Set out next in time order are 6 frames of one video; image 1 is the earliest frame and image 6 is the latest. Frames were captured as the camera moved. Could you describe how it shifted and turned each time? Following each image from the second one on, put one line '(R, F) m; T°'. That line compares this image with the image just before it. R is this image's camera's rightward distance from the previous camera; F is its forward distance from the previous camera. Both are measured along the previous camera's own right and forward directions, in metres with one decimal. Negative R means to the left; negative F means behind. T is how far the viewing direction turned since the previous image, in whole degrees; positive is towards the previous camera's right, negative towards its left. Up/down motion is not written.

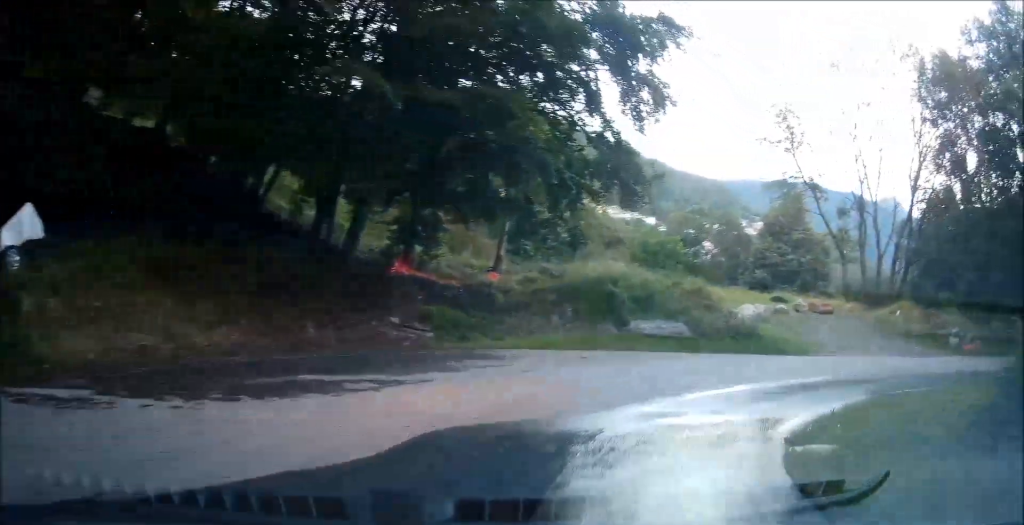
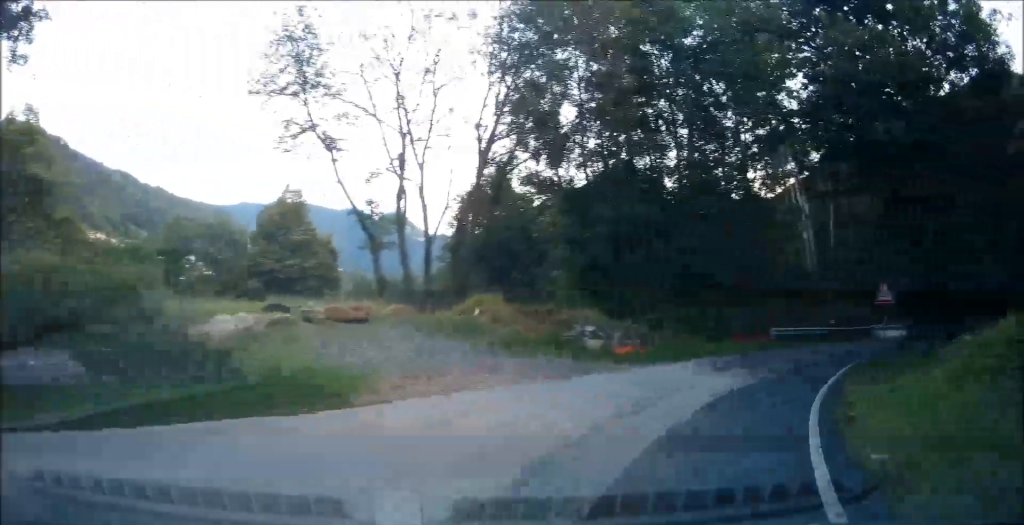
(+3.9, +10.0) m; +60°
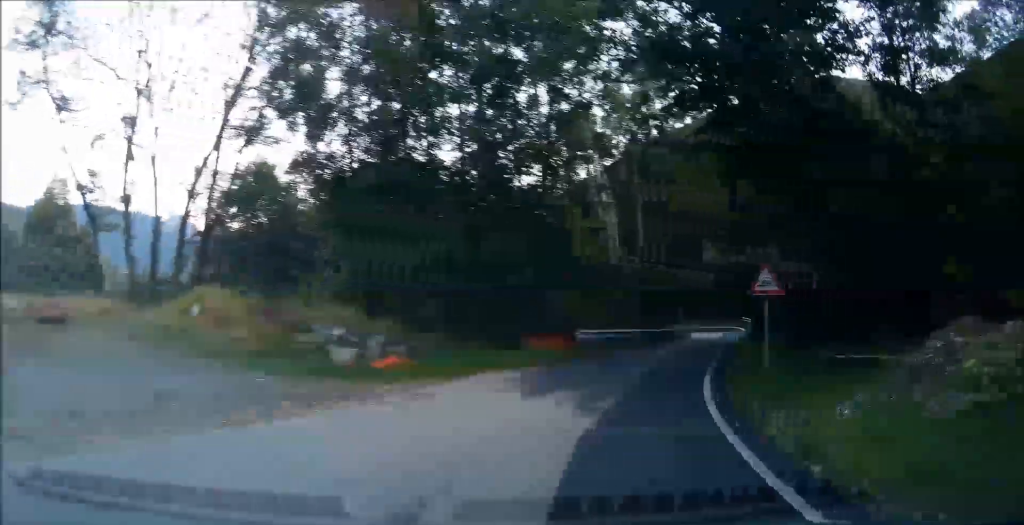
(+1.4, +3.8) m; +25°
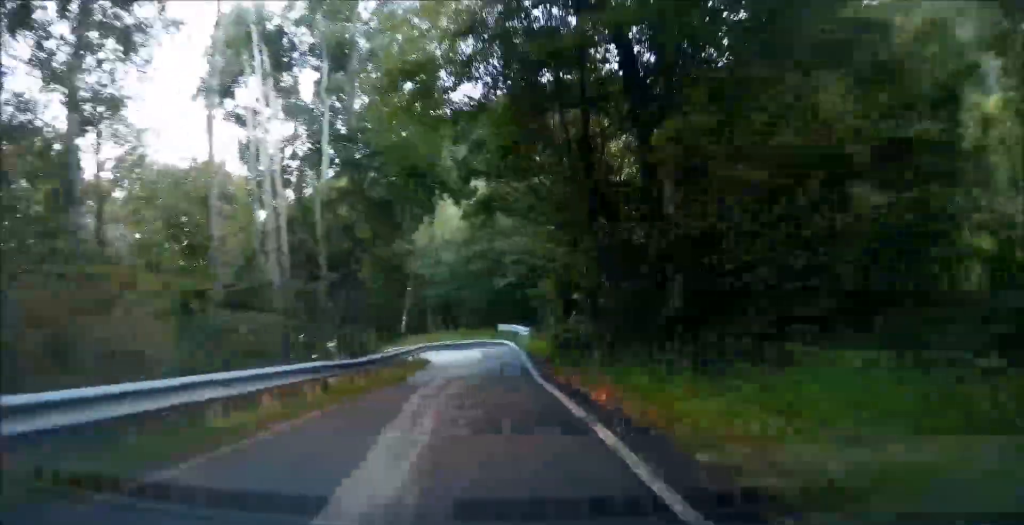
(+3.2, +16.5) m; +16°
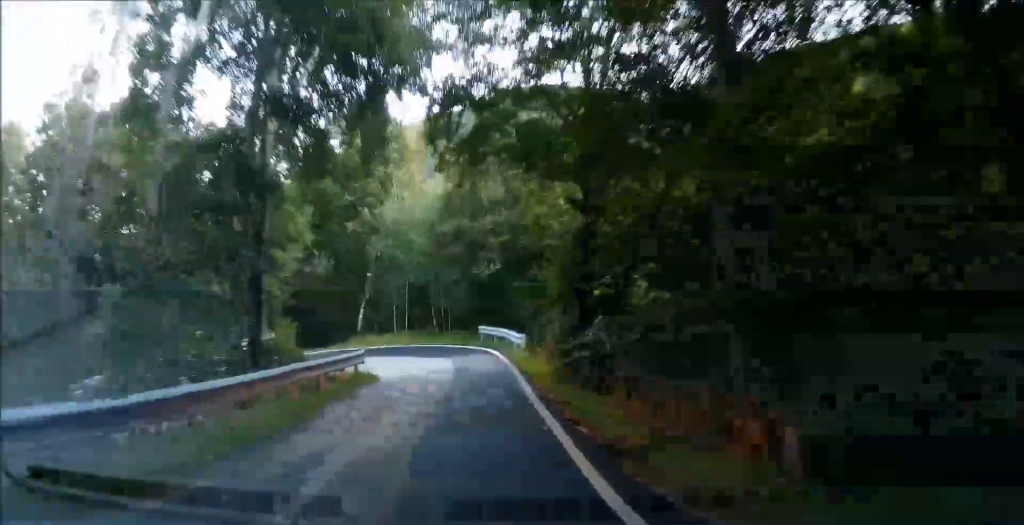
(+0.6, +8.2) m; +5°
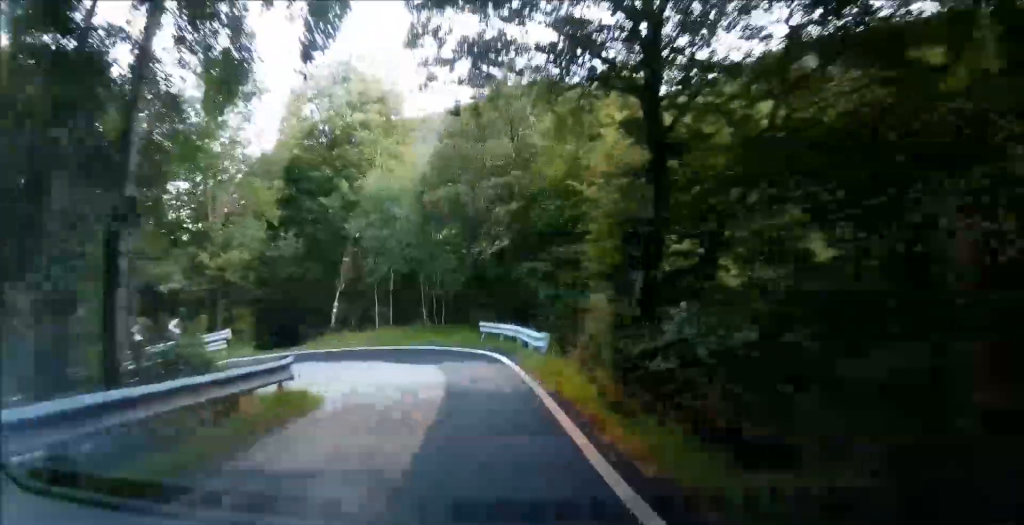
(+0.1, +6.4) m; +2°
